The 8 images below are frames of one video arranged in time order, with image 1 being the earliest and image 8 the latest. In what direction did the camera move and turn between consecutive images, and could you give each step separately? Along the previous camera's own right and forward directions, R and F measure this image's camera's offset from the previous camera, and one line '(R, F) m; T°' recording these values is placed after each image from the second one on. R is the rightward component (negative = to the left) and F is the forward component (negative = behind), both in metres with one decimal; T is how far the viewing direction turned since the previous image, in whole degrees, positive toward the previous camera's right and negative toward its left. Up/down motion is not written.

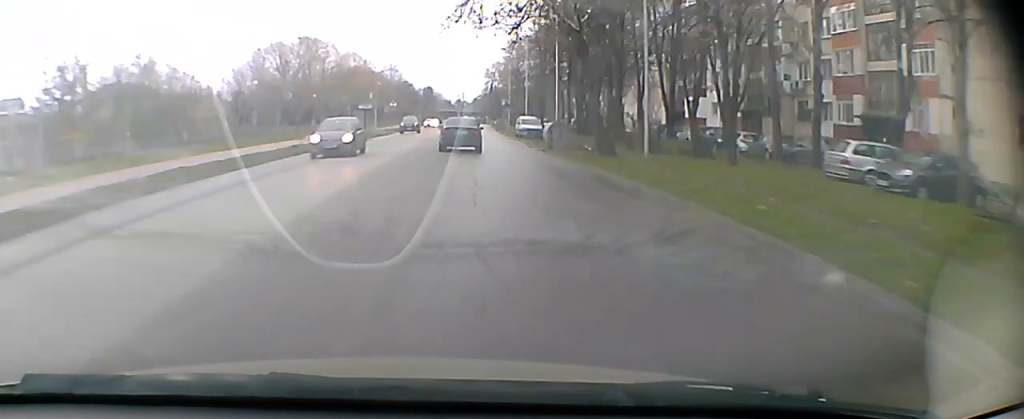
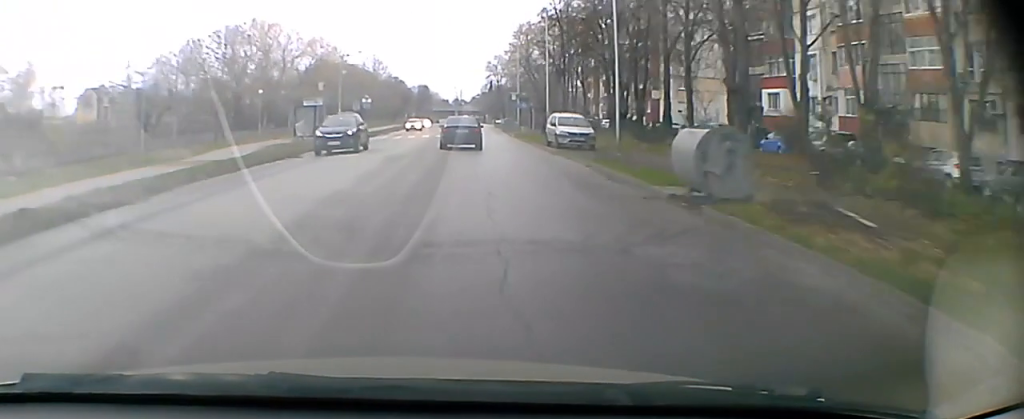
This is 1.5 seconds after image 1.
(-0.1, +21.6) m; 0°
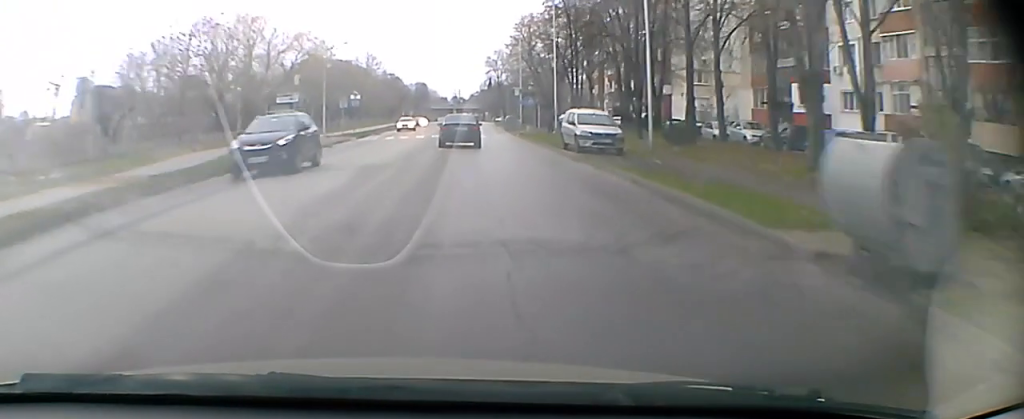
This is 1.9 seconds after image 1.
(0.0, +5.9) m; 0°
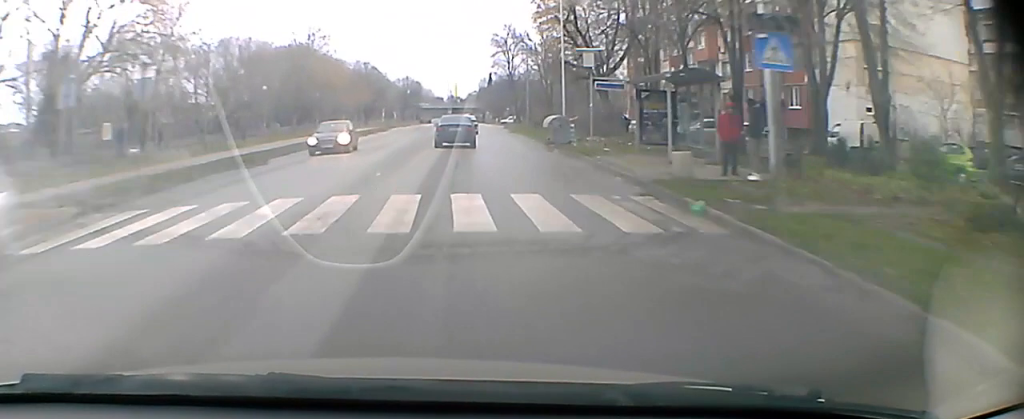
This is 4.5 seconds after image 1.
(+0.1, +38.1) m; +1°
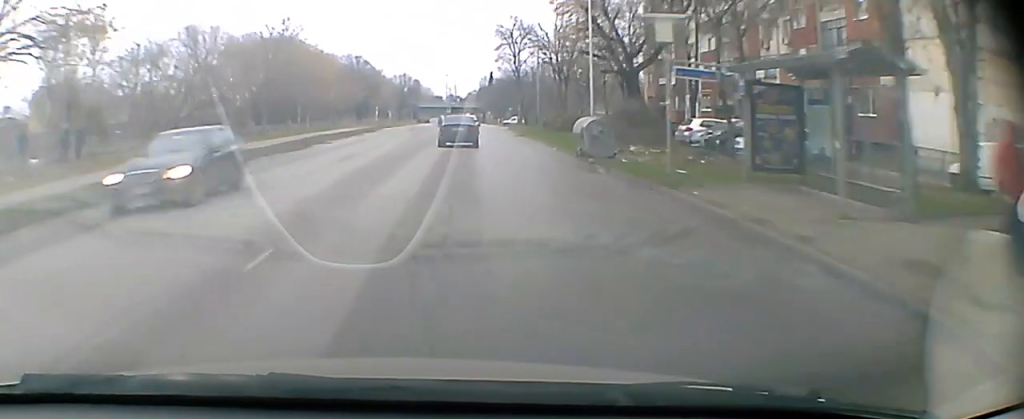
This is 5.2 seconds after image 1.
(0.0, +10.2) m; 0°
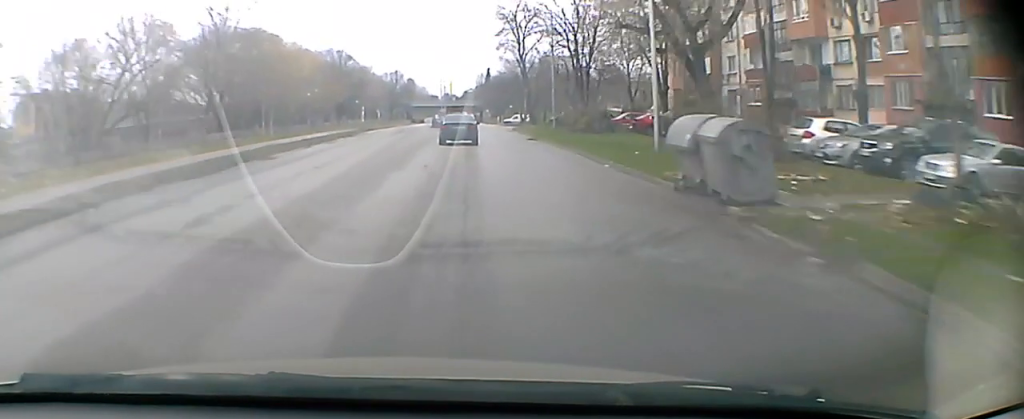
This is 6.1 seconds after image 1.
(0.0, +13.1) m; 0°
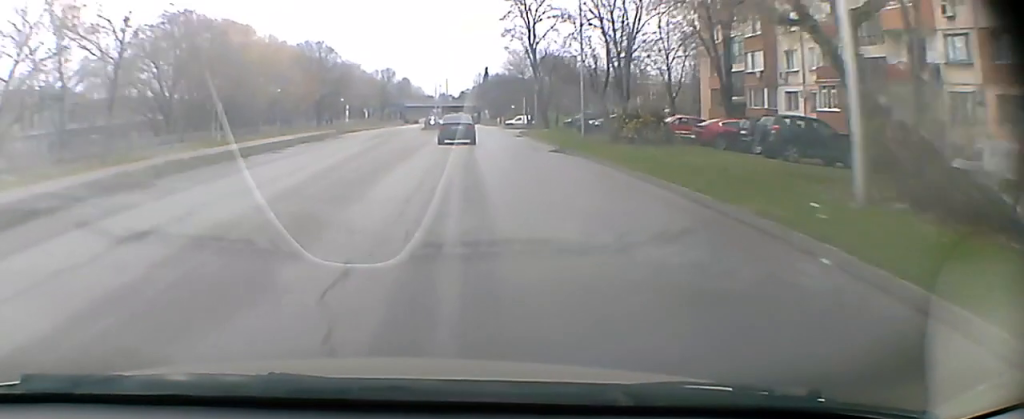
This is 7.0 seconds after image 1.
(0.0, +13.1) m; 0°
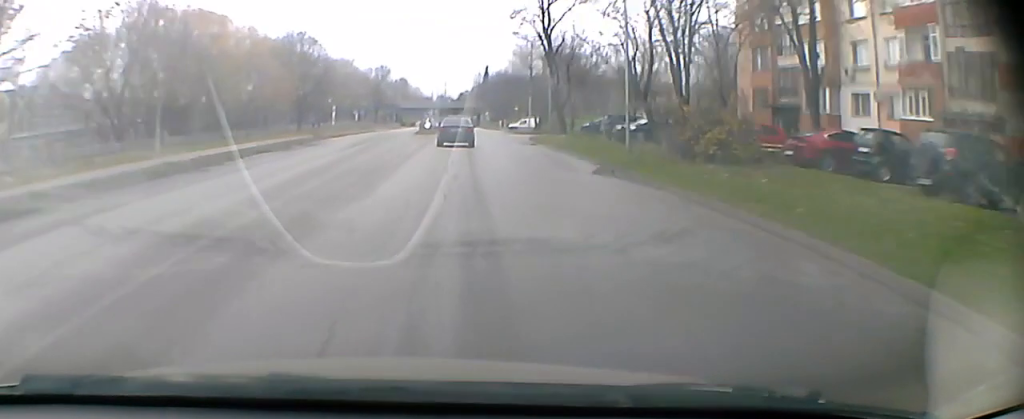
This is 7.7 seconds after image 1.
(0.0, +10.2) m; 0°
